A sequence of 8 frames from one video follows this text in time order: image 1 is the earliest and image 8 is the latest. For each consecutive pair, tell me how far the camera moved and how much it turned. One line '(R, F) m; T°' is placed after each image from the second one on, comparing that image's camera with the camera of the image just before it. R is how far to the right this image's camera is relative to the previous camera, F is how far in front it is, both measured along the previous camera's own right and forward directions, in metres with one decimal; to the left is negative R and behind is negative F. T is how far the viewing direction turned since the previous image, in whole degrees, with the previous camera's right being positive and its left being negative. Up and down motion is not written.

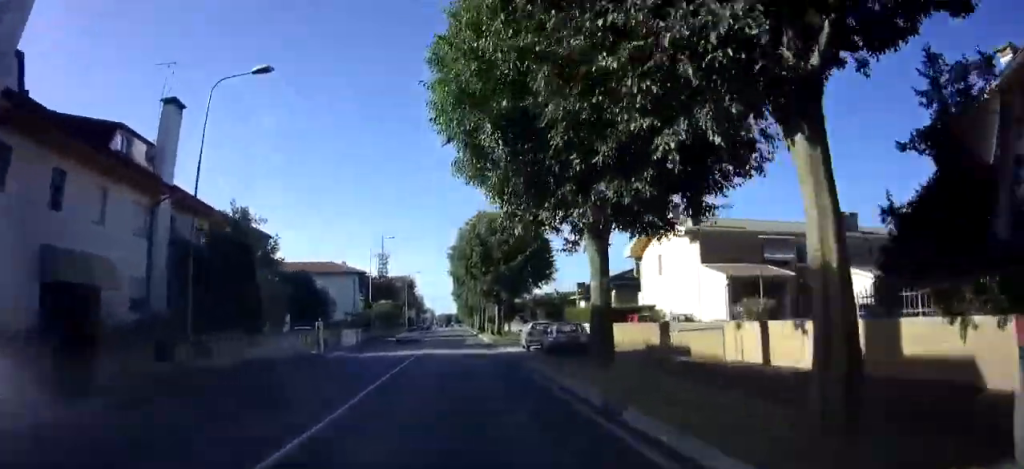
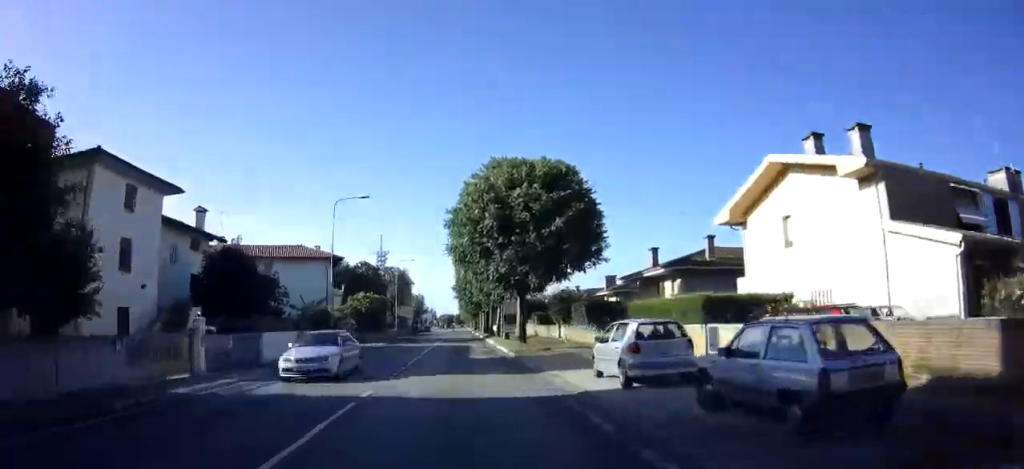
(0.0, +15.2) m; 0°
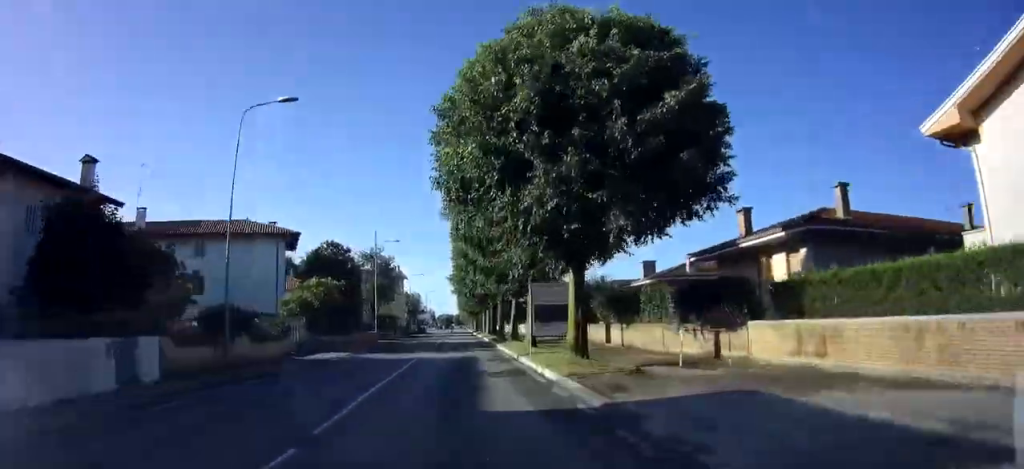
(0.0, +14.1) m; 0°
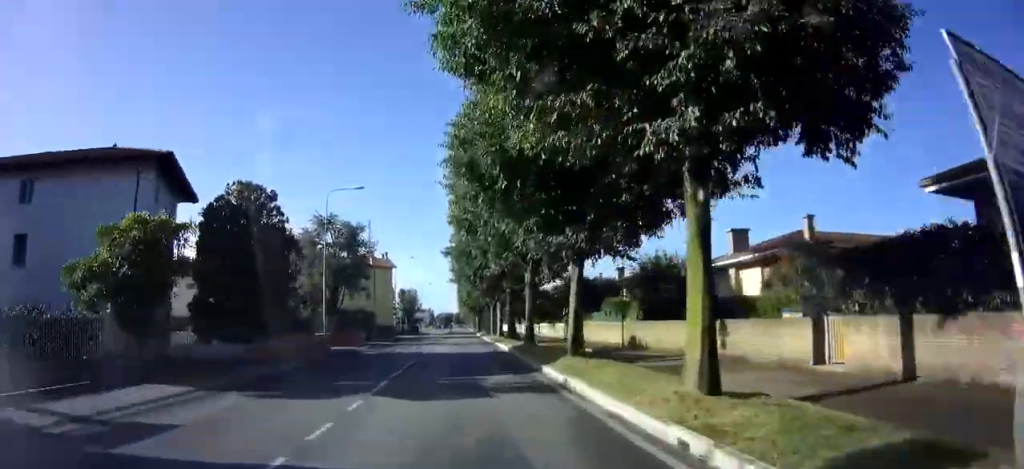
(+0.2, +18.4) m; +1°
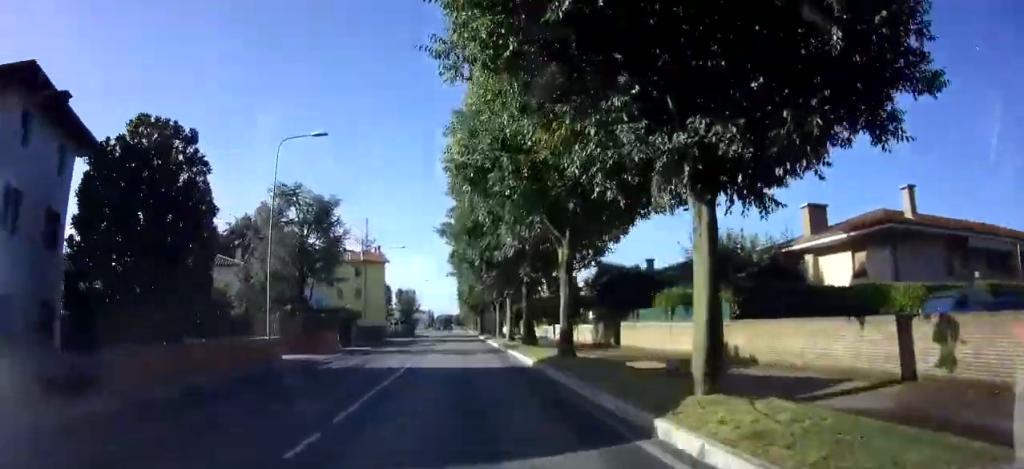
(+0.2, +9.2) m; 0°
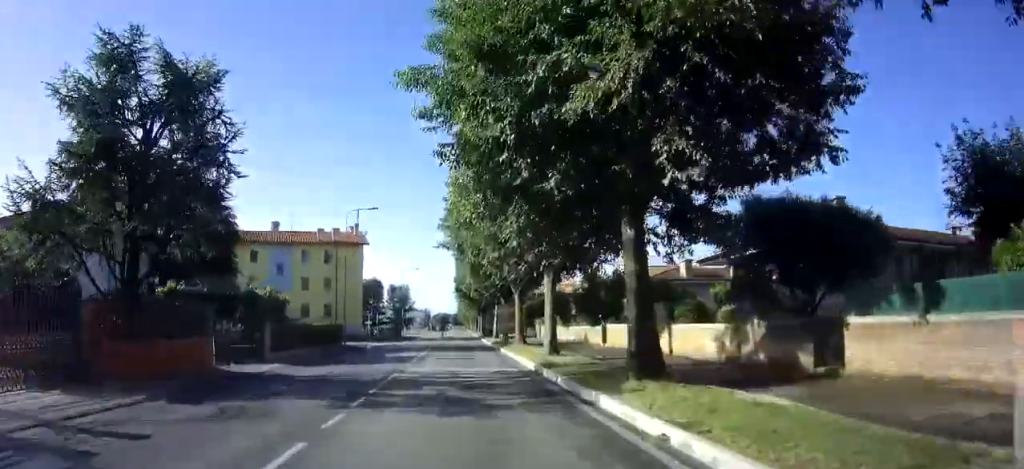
(-0.4, +18.0) m; -1°
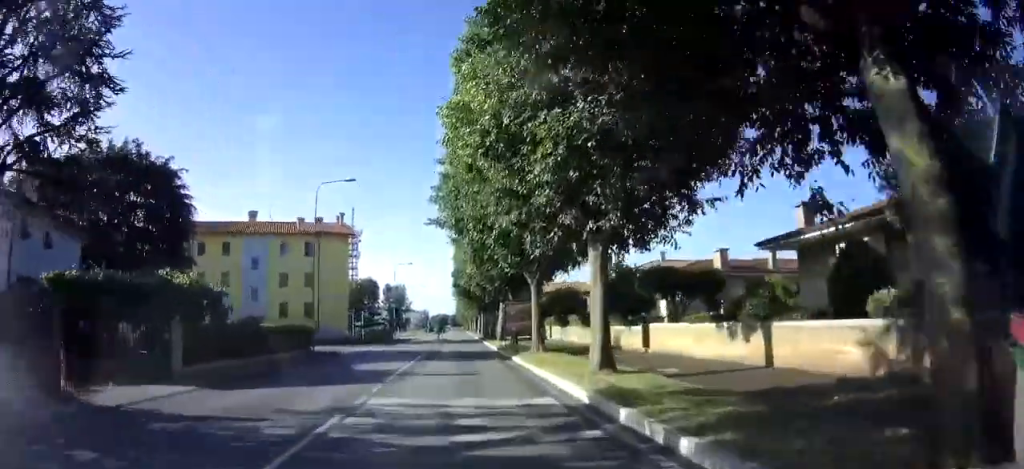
(0.0, +7.3) m; 0°
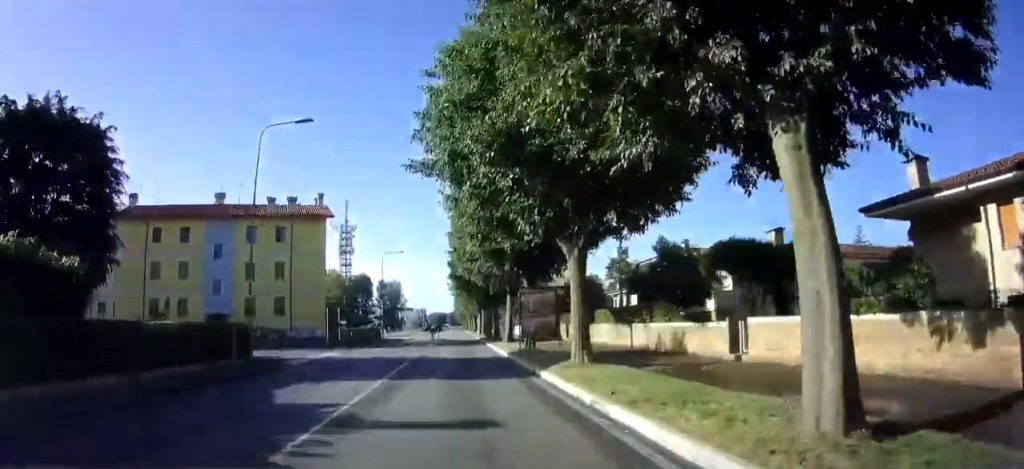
(0.0, +8.4) m; 0°
